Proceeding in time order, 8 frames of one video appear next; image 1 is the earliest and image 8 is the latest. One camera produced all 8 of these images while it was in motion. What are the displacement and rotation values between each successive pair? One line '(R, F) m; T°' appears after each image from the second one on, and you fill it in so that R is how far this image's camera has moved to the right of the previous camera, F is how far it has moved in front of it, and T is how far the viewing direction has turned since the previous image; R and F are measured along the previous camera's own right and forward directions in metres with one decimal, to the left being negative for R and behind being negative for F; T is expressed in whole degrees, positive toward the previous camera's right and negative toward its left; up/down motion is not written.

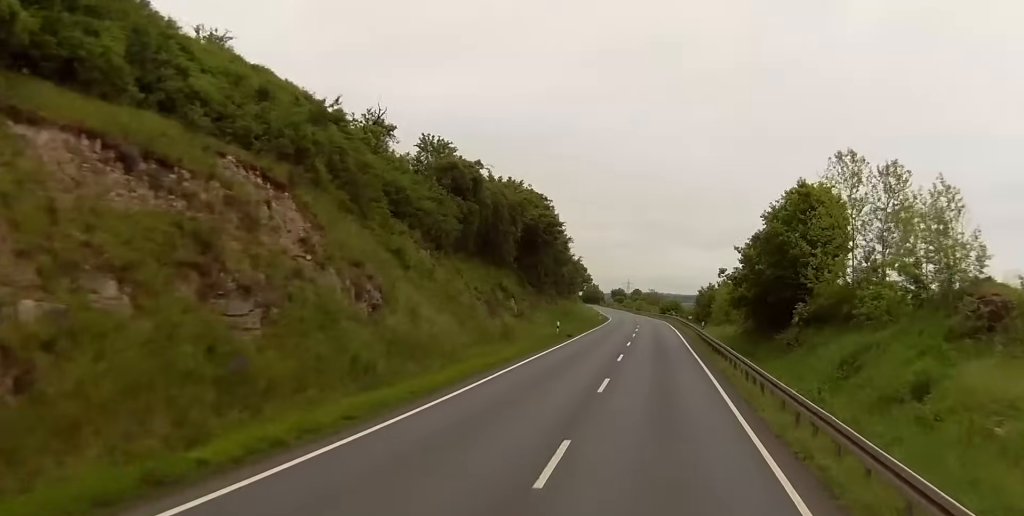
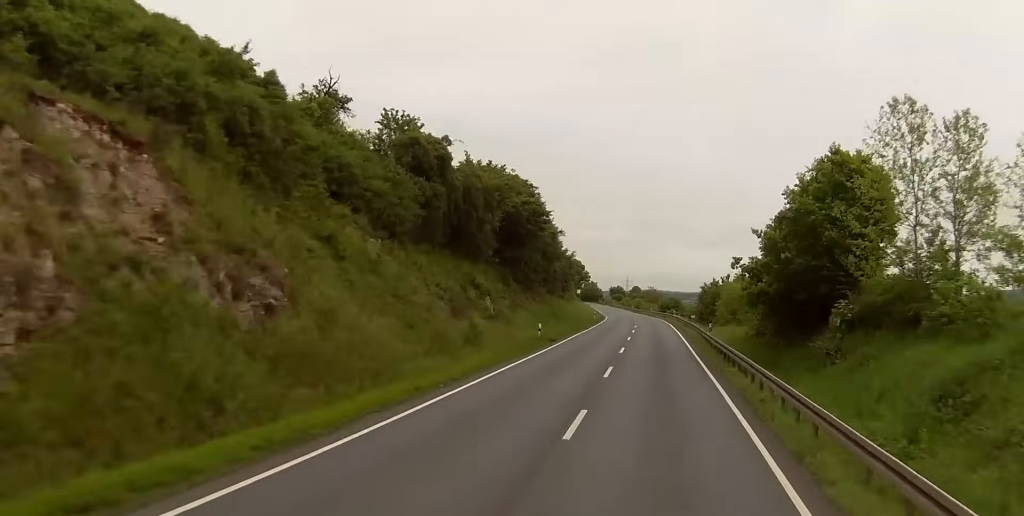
(+0.1, +8.2) m; 0°
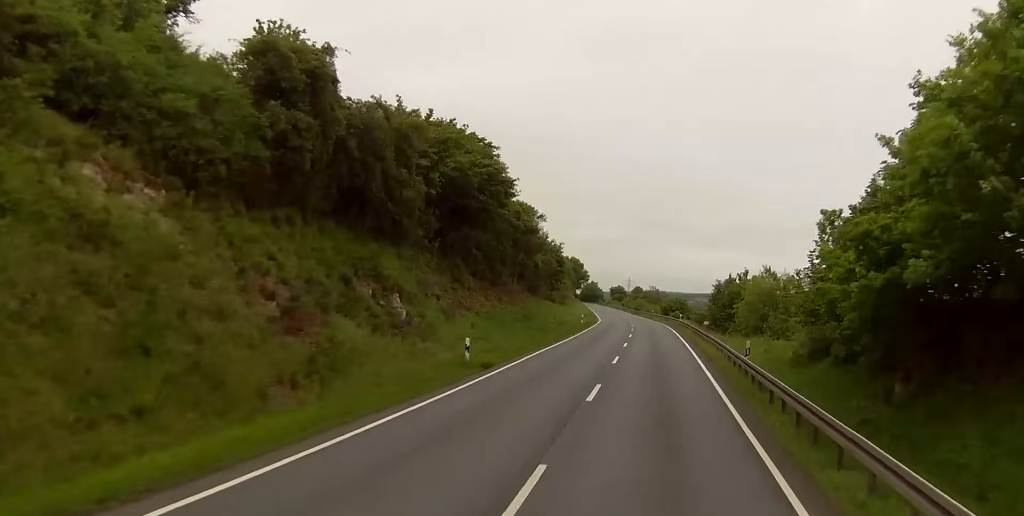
(-0.2, +18.3) m; 0°
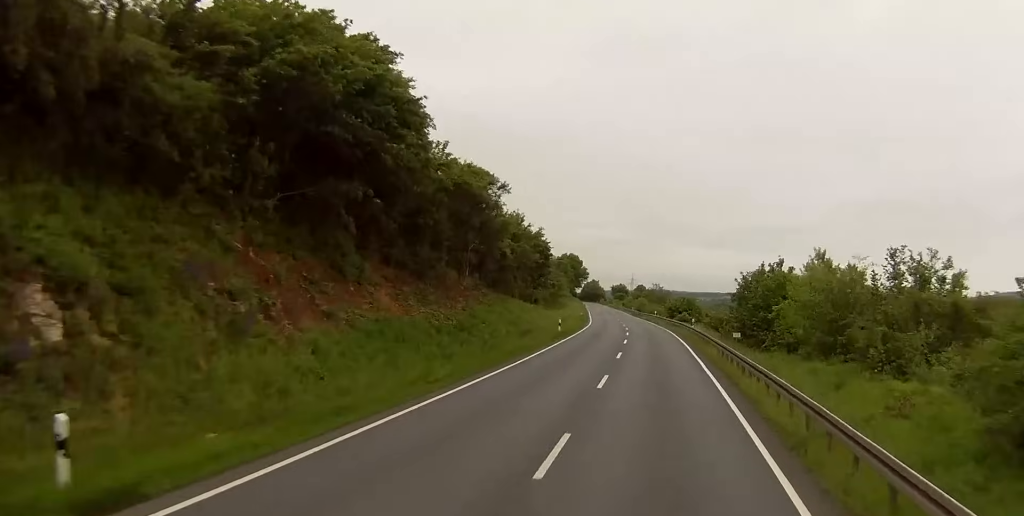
(+0.1, +21.0) m; 0°
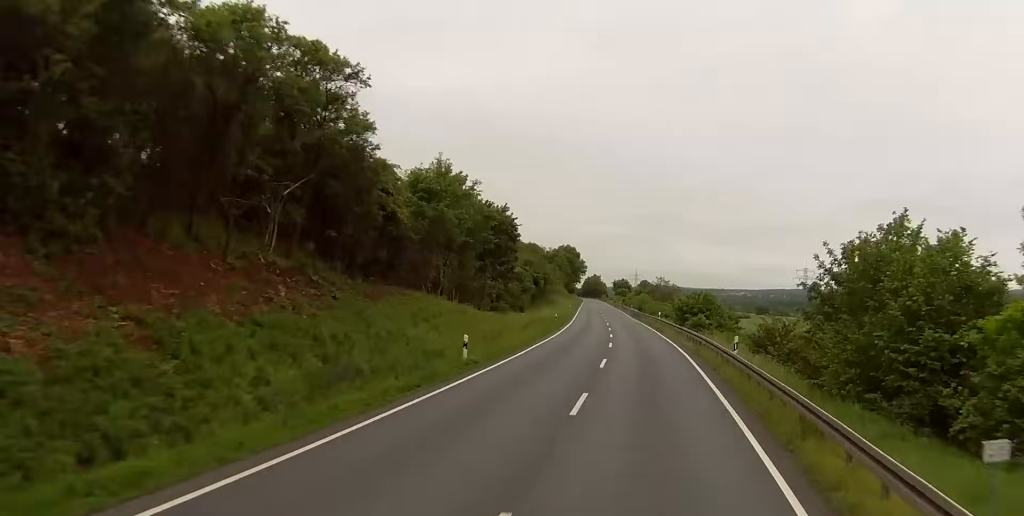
(-0.3, +30.1) m; -1°
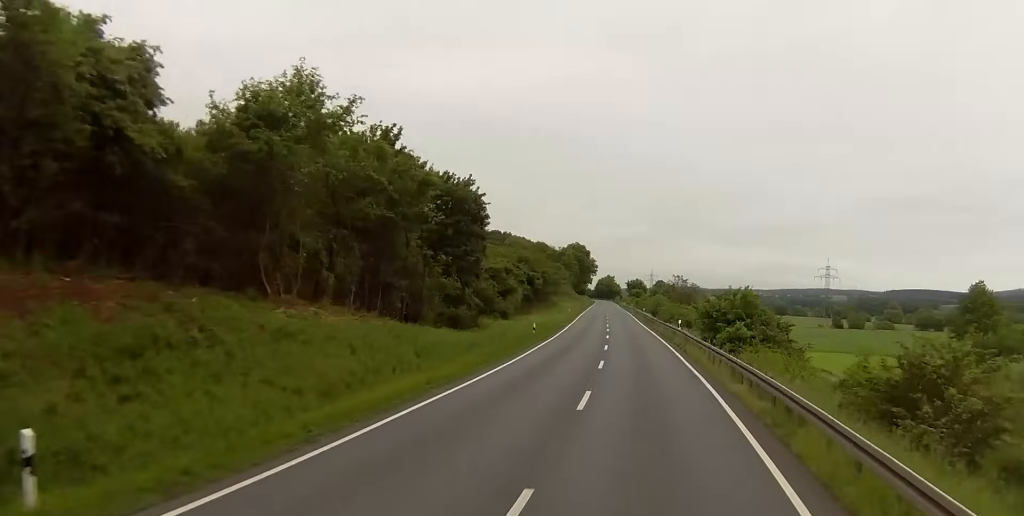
(0.0, +22.5) m; -2°
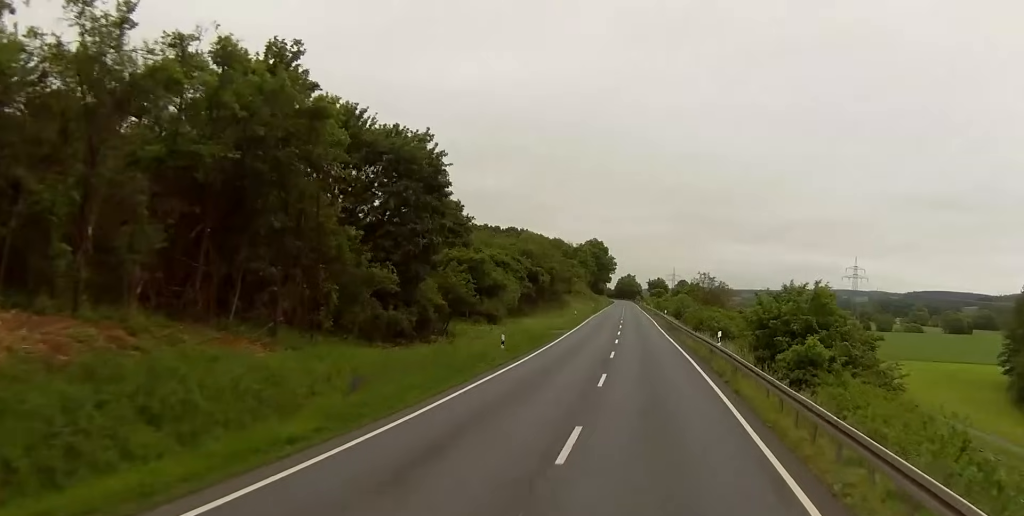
(-0.4, +17.8) m; -2°
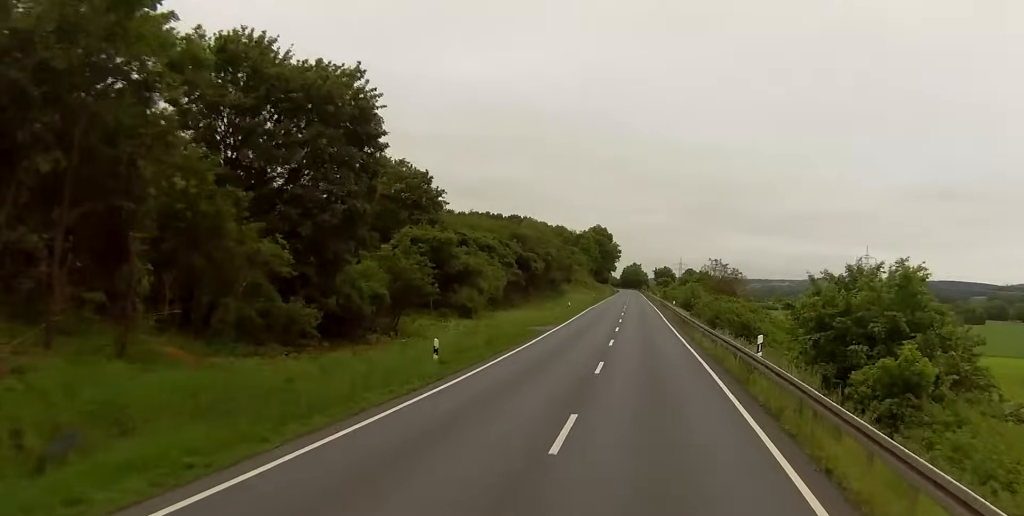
(-0.2, +11.9) m; -1°
